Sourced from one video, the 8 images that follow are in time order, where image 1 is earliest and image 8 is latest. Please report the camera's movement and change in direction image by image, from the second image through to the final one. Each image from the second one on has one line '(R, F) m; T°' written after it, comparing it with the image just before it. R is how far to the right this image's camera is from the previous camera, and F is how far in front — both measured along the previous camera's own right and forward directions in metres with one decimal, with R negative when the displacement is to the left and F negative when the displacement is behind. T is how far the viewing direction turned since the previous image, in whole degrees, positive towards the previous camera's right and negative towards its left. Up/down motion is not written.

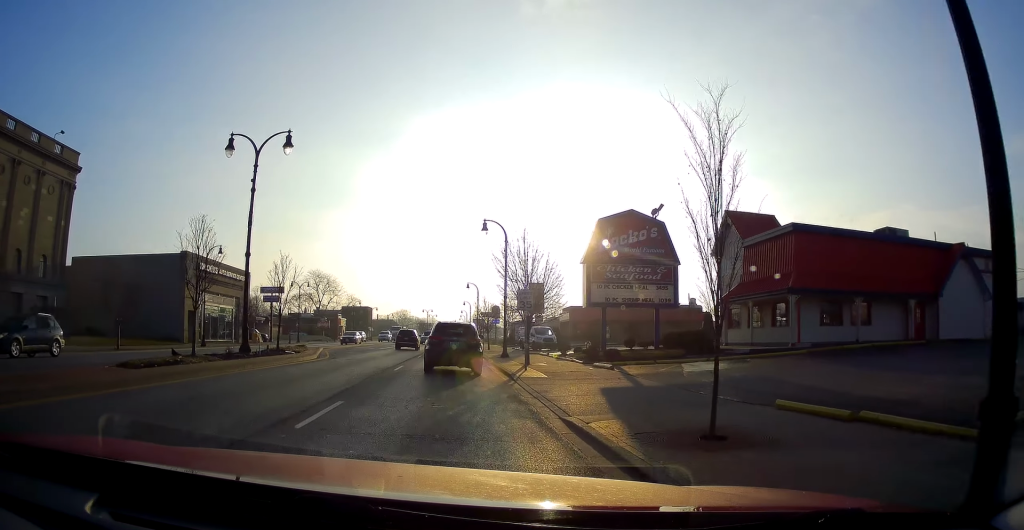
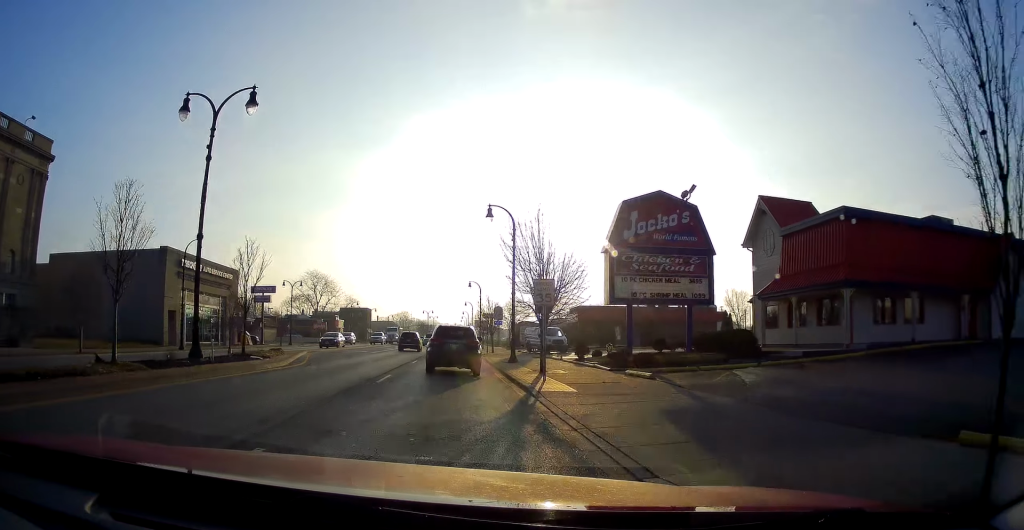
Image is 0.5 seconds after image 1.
(-0.1, +4.5) m; 0°
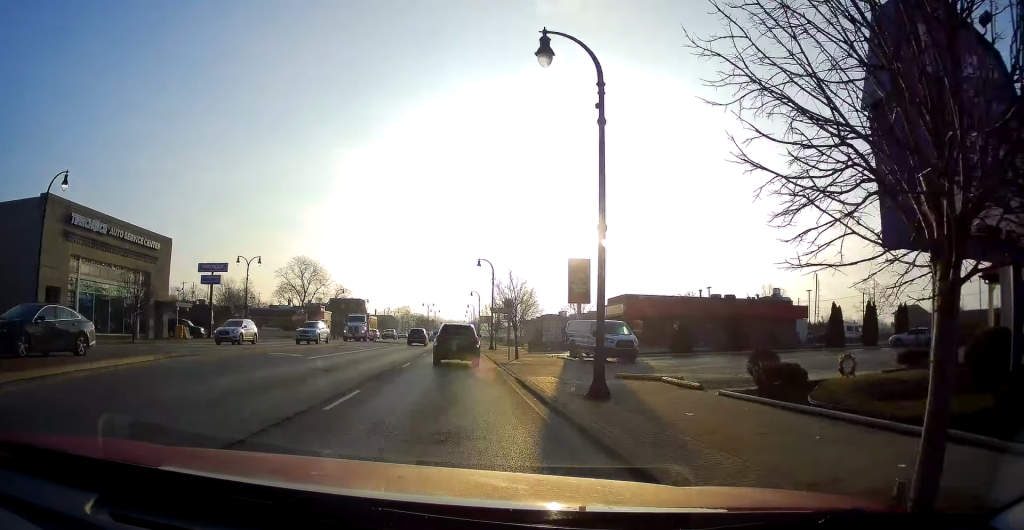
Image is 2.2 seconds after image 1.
(+0.1, +18.6) m; 0°
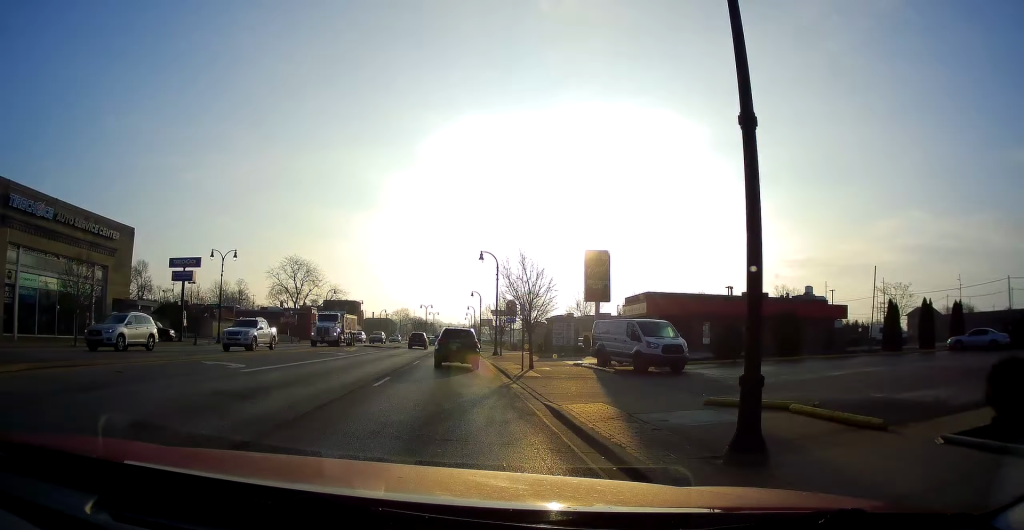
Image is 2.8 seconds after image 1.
(-0.1, +6.9) m; 0°
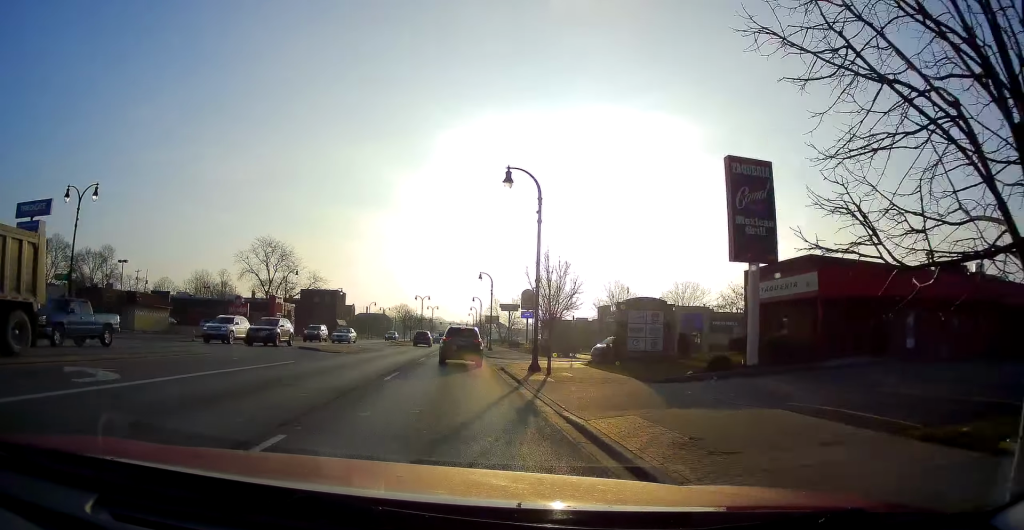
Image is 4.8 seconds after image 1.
(0.0, +23.6) m; -1°
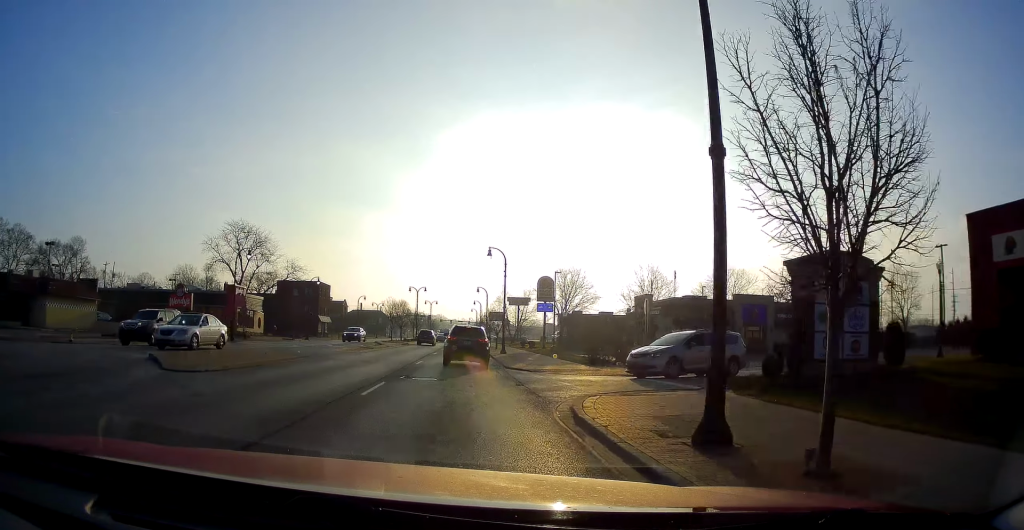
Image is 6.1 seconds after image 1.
(-0.2, +16.8) m; -1°
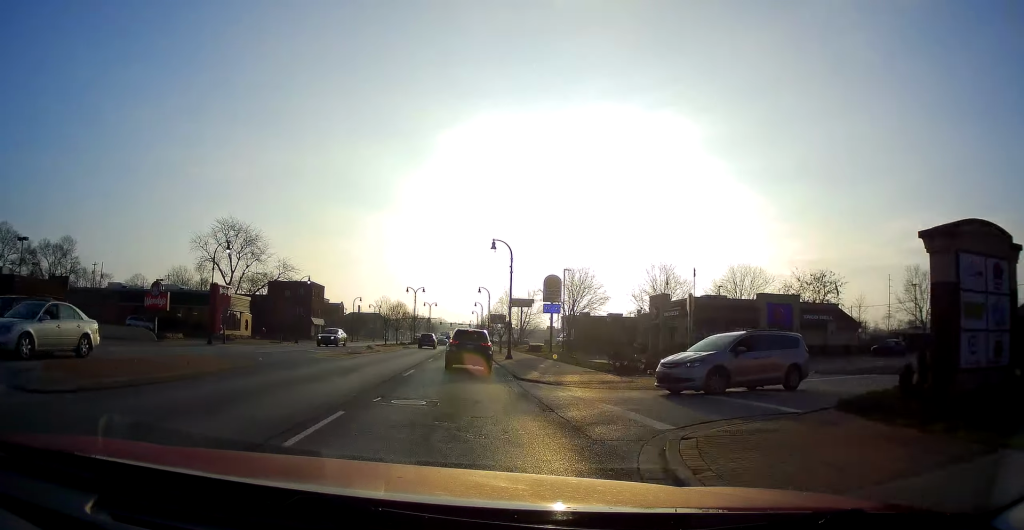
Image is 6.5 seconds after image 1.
(-0.1, +5.3) m; +1°
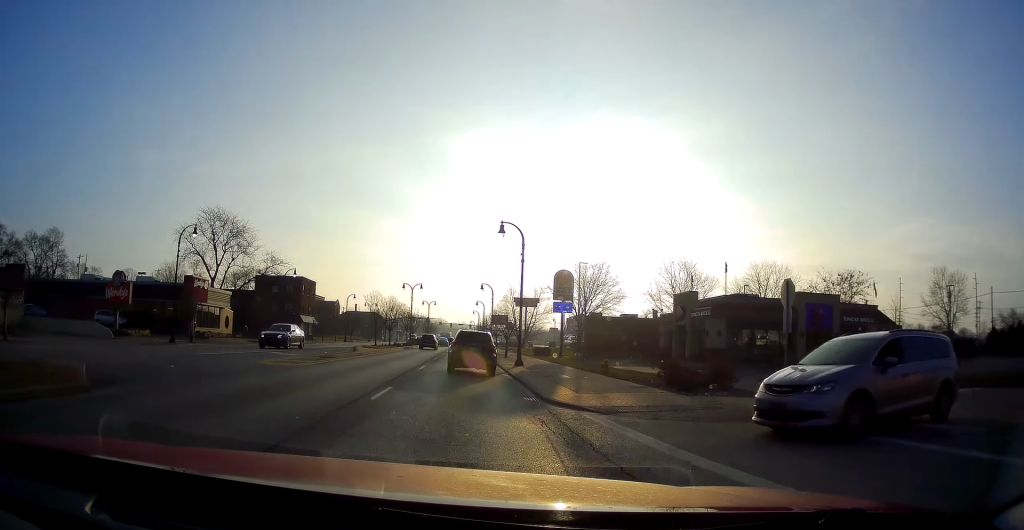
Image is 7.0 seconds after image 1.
(-0.2, +7.1) m; +1°
